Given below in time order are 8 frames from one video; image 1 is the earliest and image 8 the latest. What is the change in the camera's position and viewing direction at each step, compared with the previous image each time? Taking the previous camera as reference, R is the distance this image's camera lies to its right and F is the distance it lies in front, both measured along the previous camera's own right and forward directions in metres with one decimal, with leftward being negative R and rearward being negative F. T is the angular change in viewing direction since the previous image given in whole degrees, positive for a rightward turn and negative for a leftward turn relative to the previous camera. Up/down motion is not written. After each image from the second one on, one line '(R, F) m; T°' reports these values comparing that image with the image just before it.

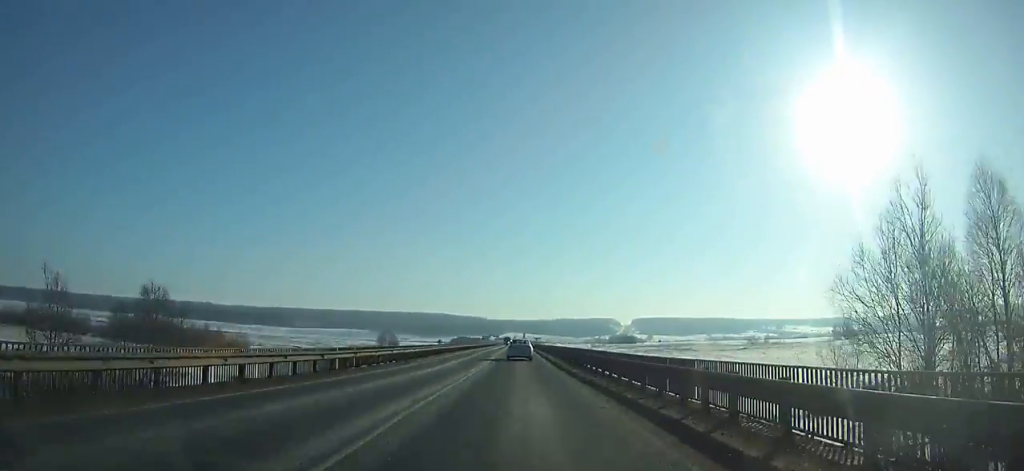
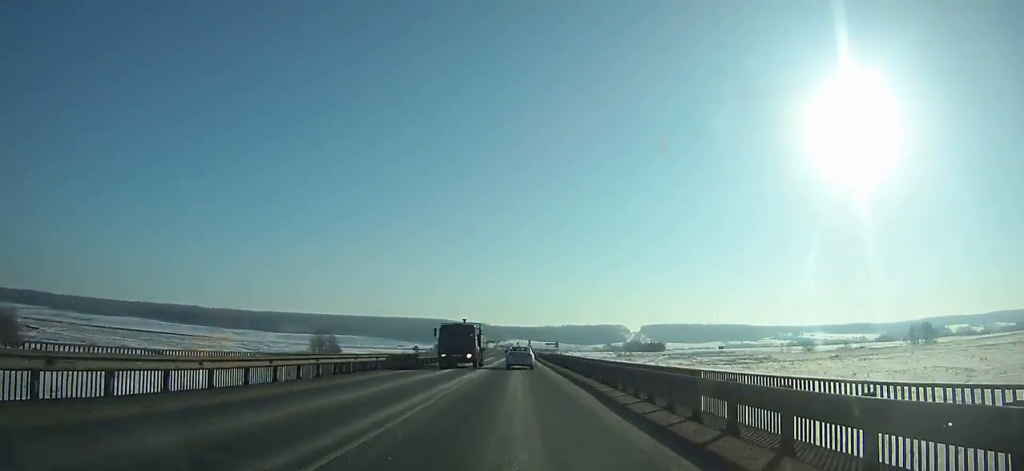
(-1.1, +94.1) m; -1°
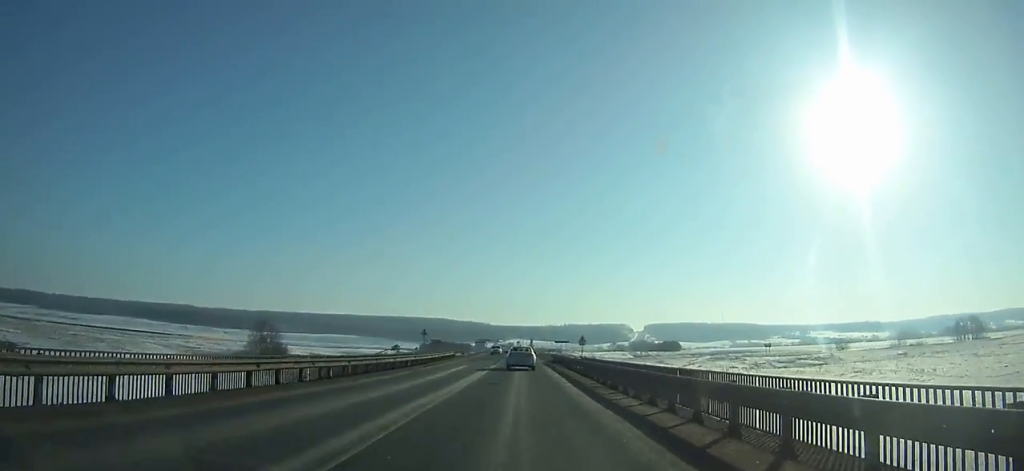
(+0.1, +43.3) m; 0°
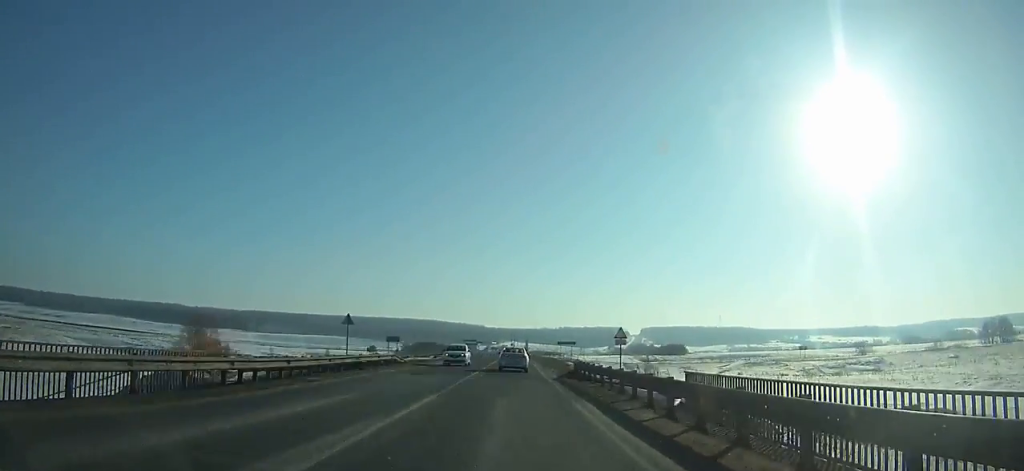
(0.0, +27.3) m; 0°
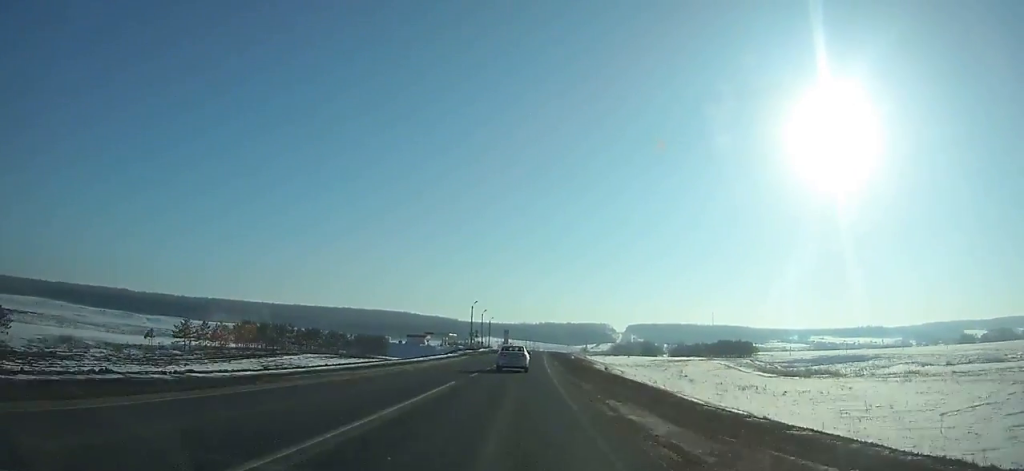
(+2.6, +141.6) m; +3°
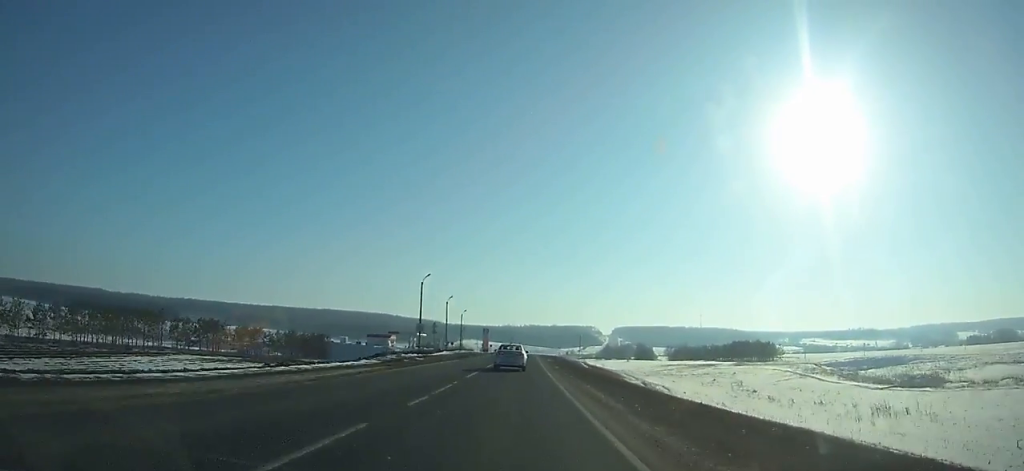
(+0.6, +38.4) m; +1°
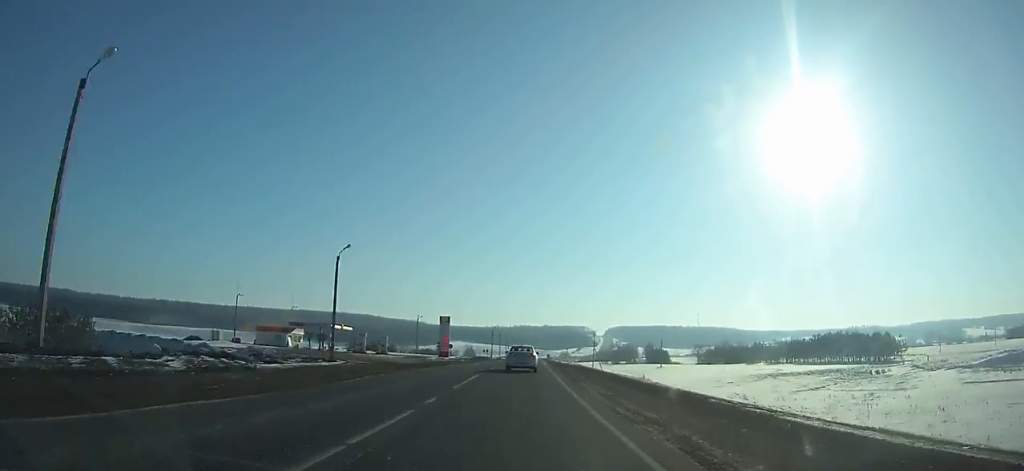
(+0.9, +78.2) m; +1°
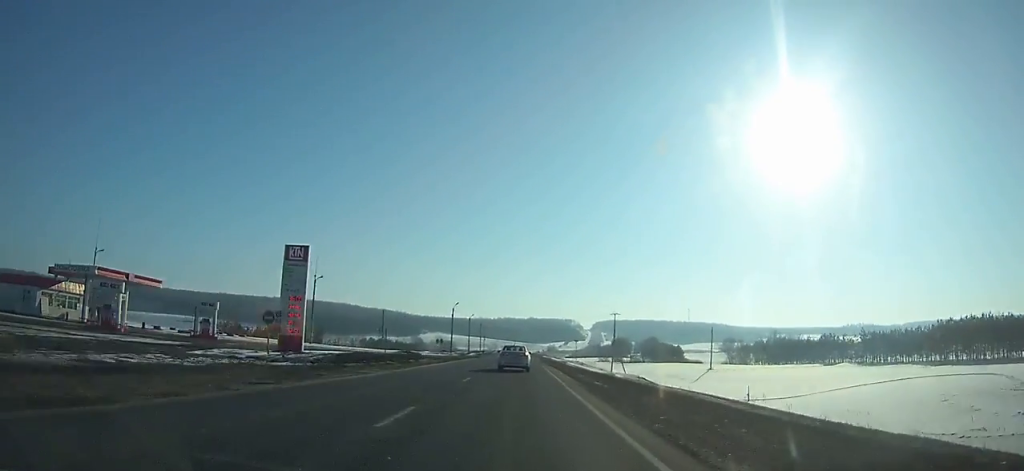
(+0.8, +62.7) m; +1°
